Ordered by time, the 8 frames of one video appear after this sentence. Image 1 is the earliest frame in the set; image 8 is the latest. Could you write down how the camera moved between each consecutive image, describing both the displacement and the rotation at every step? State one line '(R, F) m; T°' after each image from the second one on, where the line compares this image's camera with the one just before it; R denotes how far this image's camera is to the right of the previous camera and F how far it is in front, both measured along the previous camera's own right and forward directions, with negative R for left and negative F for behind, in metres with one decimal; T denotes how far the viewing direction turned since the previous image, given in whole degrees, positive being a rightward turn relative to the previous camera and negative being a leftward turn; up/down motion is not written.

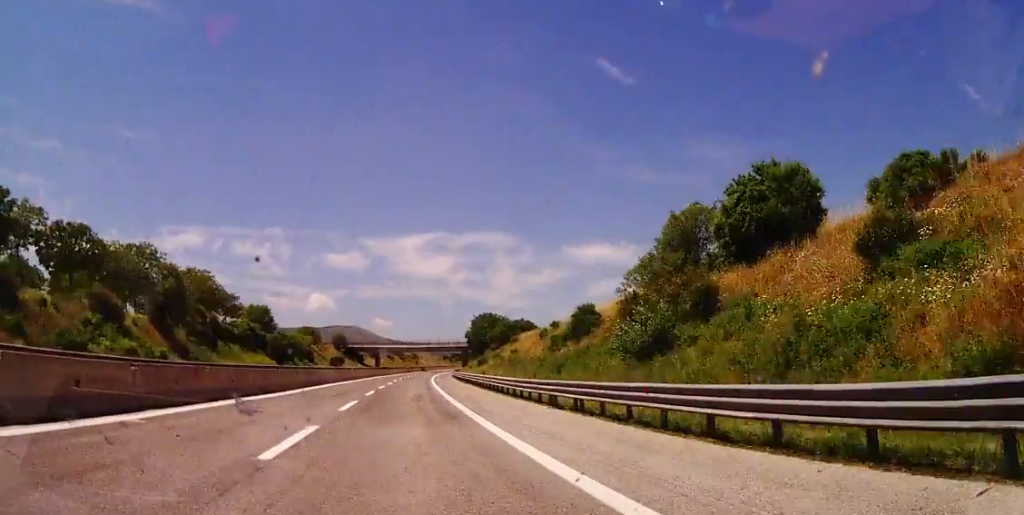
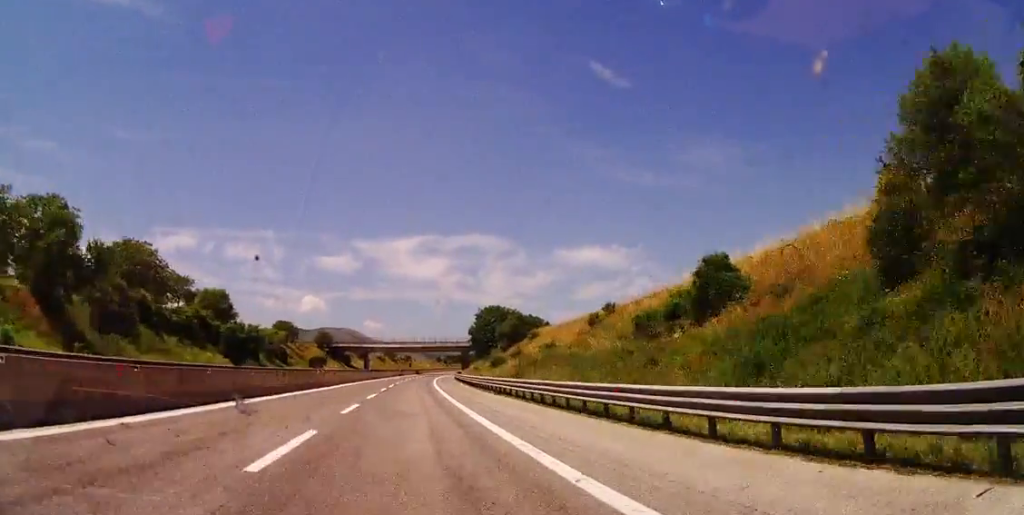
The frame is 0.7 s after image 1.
(+0.4, +24.3) m; +1°
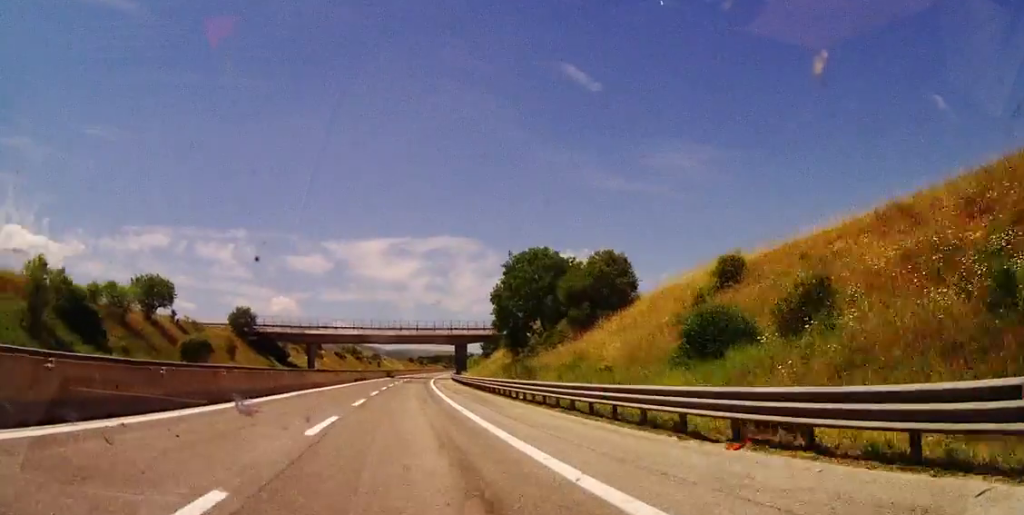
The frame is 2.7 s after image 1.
(+1.2, +69.9) m; +3°
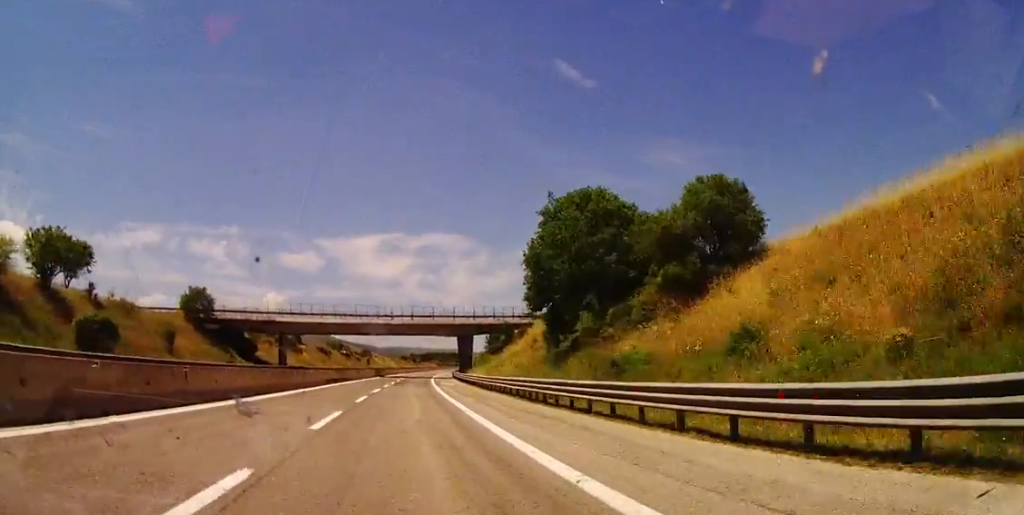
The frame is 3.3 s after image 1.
(+0.3, +22.2) m; +1°
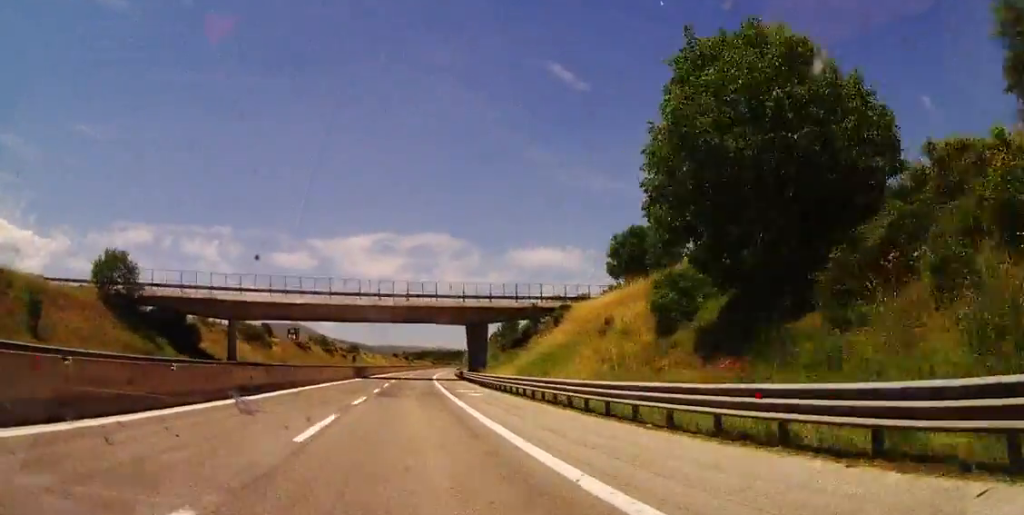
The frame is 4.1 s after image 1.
(+0.2, +25.8) m; +1°
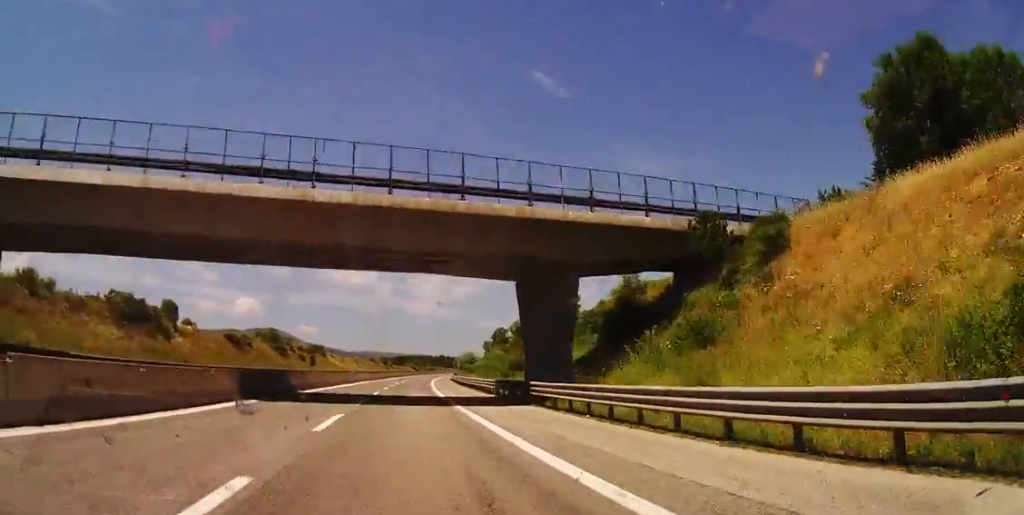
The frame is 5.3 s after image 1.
(+0.4, +45.0) m; +1°
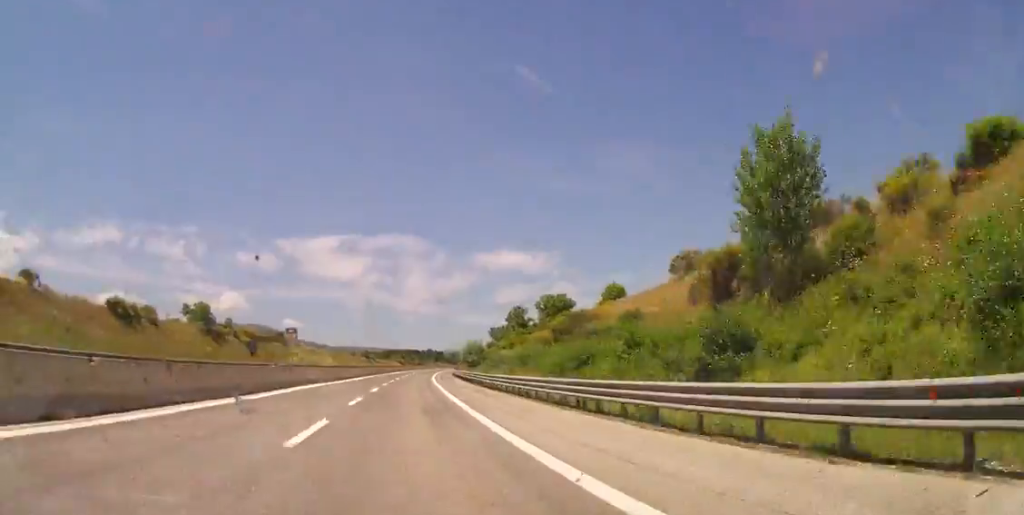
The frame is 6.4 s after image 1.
(+0.4, +39.2) m; +1°
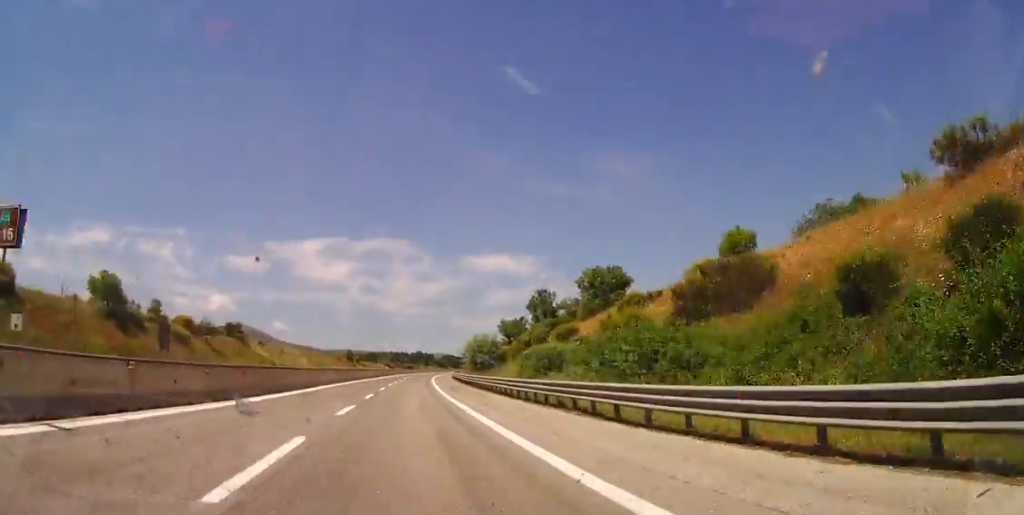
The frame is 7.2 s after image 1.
(+0.1, +28.5) m; +1°
